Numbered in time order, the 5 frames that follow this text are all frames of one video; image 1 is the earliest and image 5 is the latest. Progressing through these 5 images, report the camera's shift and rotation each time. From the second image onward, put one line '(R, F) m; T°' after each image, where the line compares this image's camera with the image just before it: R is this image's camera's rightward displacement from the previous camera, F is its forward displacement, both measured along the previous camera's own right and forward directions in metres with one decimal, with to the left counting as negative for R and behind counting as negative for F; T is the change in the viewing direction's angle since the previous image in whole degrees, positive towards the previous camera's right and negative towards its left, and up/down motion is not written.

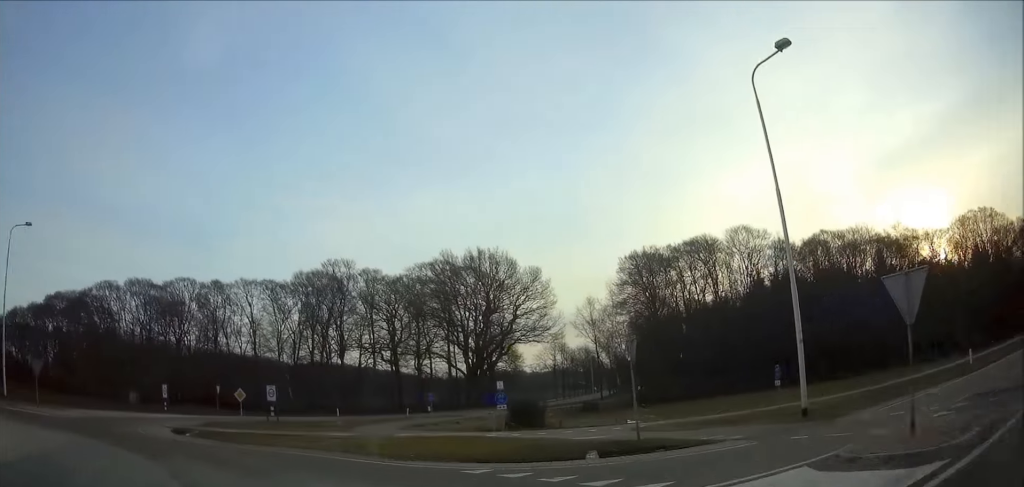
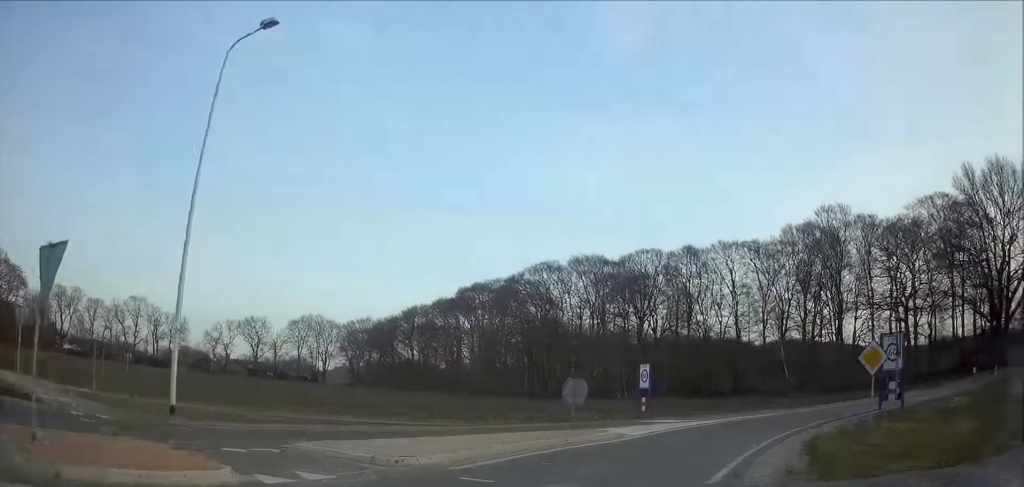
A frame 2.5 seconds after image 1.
(-5.6, +22.7) m; -4°
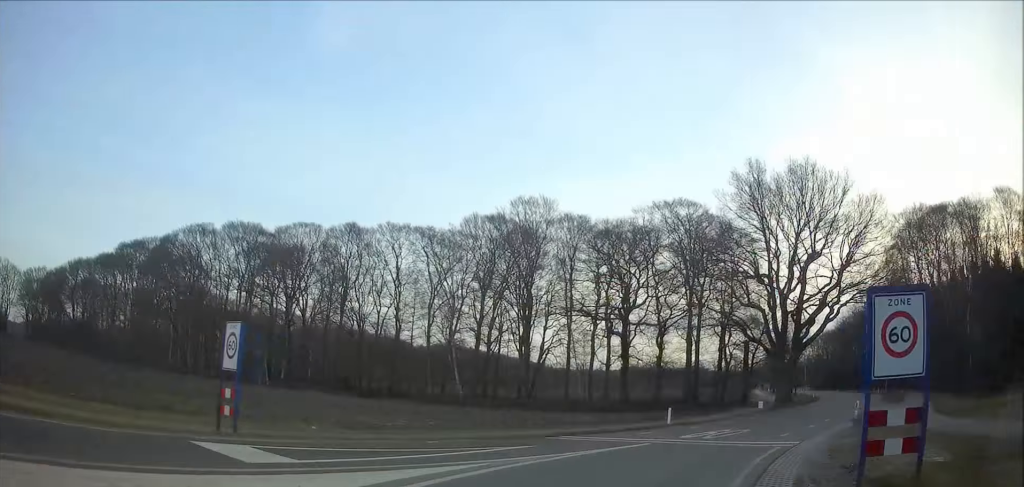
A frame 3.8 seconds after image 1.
(+1.1, +12.2) m; +15°
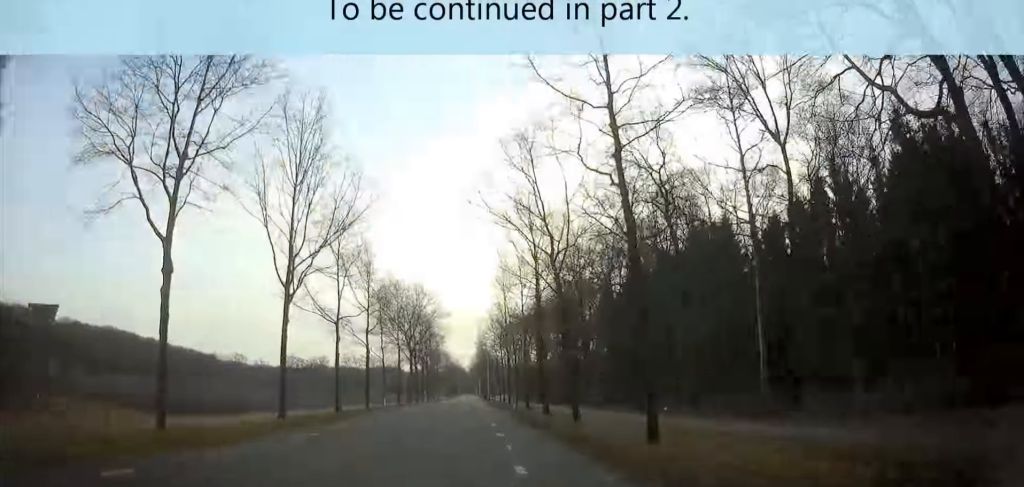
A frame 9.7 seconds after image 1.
(+30.6, +73.6) m; +18°
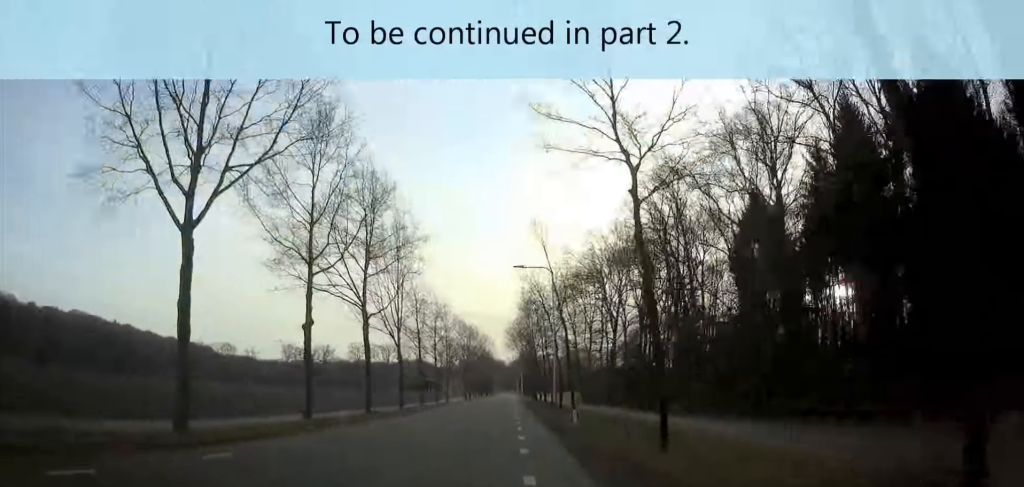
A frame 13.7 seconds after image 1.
(-3.8, +70.4) m; -4°
